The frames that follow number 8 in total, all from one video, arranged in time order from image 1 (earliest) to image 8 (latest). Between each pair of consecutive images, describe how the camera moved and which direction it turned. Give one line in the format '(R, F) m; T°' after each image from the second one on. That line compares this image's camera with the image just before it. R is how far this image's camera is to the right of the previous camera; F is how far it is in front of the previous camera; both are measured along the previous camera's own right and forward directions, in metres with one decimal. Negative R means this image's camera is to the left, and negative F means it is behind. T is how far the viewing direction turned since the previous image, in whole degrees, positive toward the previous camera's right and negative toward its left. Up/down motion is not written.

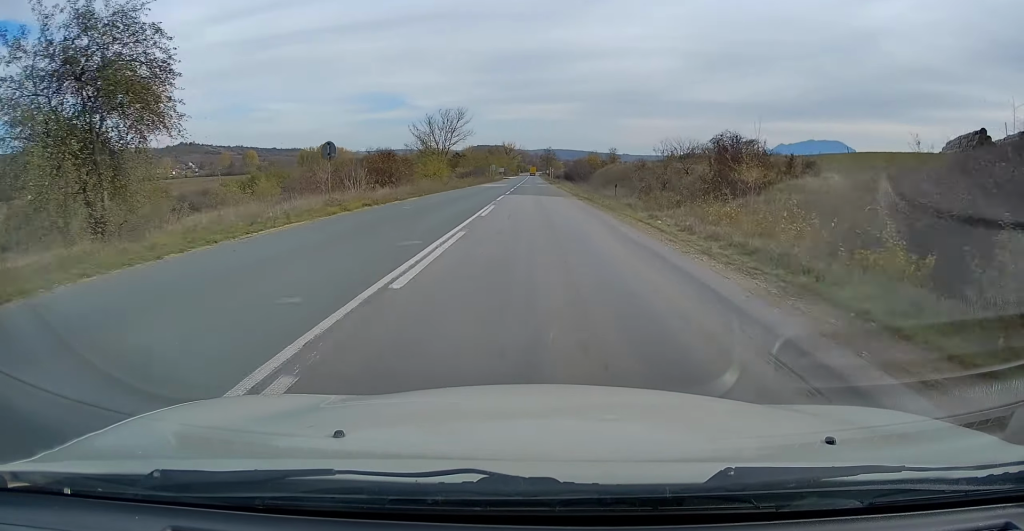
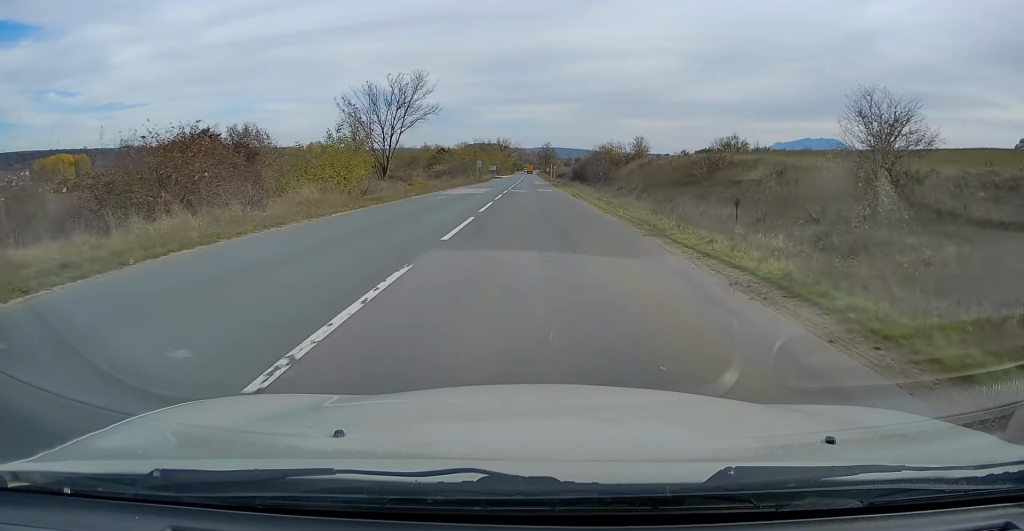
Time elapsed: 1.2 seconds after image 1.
(+0.1, +26.7) m; 0°
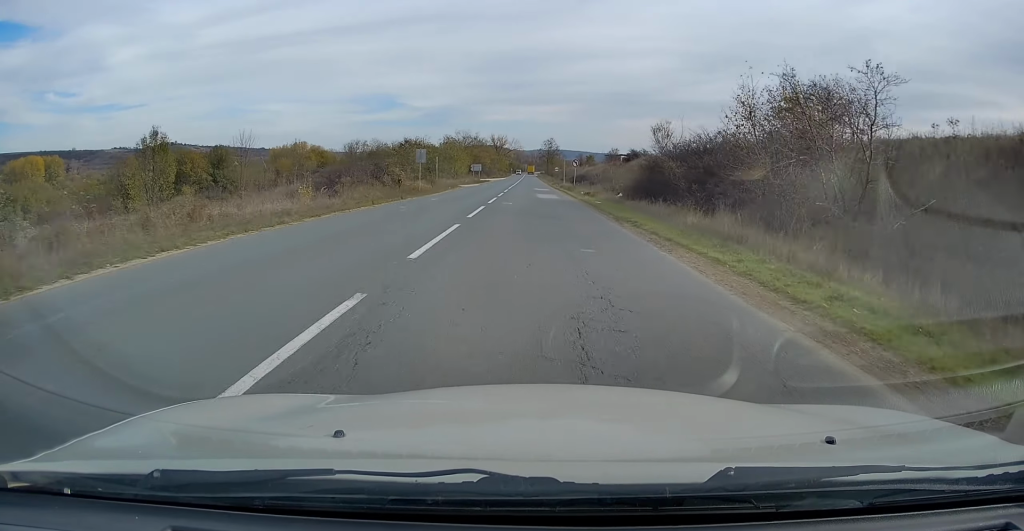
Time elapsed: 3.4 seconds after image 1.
(+0.1, +47.3) m; 0°
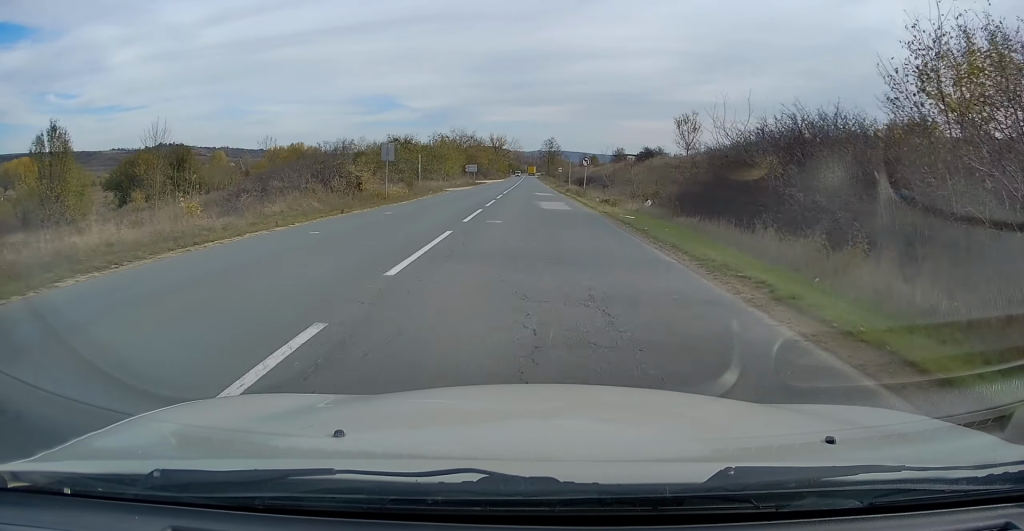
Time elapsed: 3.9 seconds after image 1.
(-0.1, +10.0) m; 0°
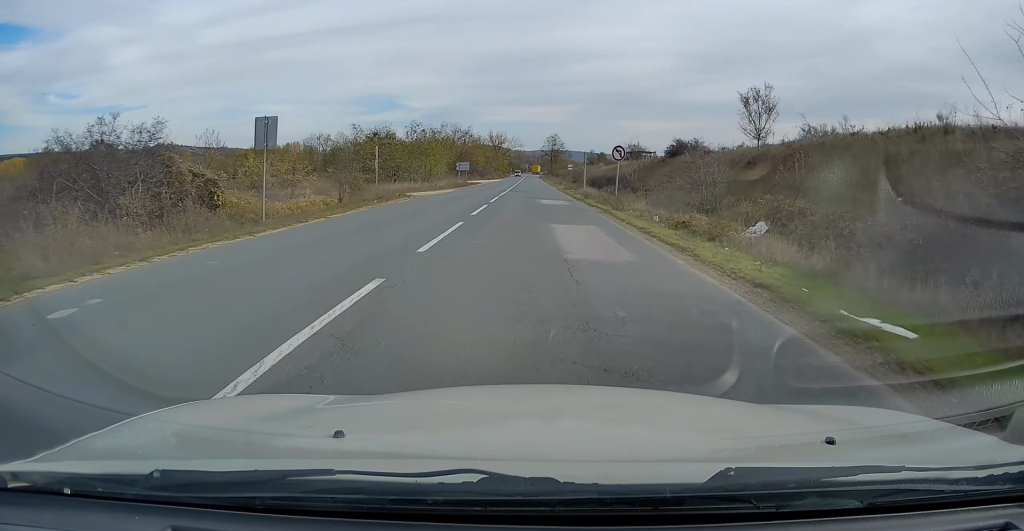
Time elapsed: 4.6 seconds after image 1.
(-0.1, +15.7) m; 0°
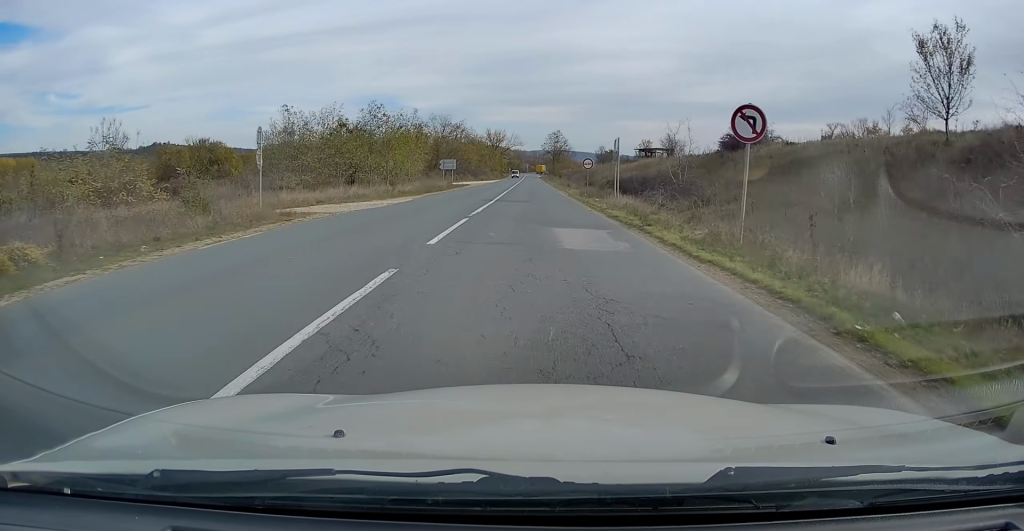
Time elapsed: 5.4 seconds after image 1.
(+0.1, +17.2) m; 0°
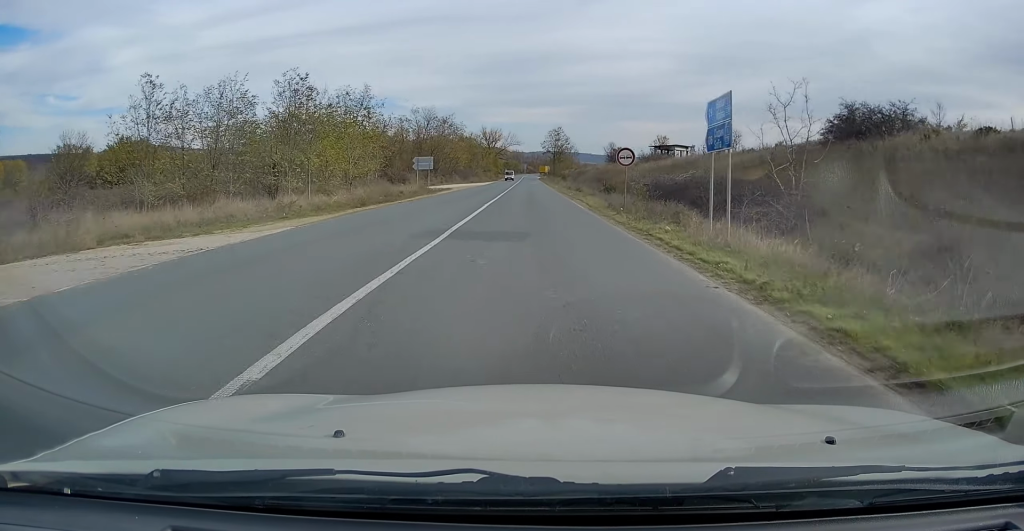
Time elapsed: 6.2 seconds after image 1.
(0.0, +16.4) m; 0°
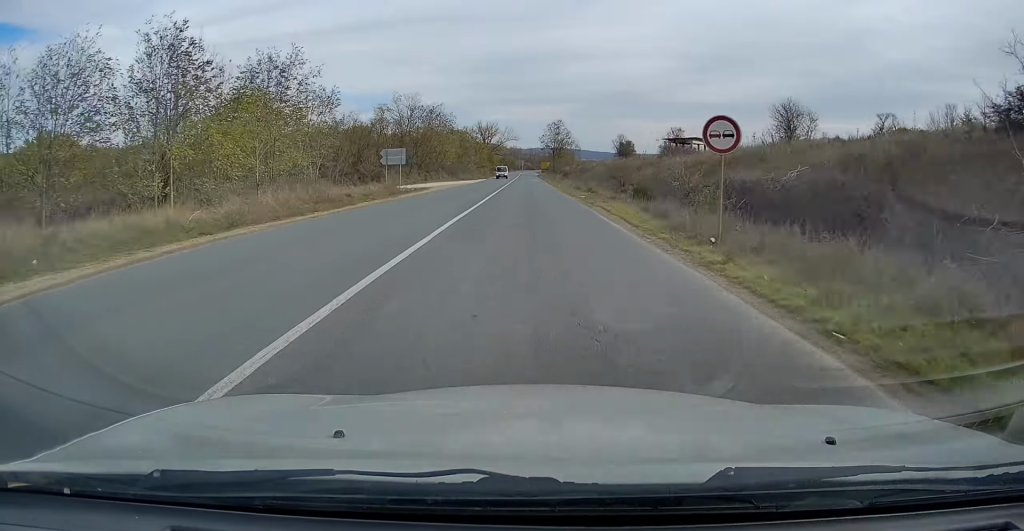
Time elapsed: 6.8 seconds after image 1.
(0.0, +12.2) m; 0°
